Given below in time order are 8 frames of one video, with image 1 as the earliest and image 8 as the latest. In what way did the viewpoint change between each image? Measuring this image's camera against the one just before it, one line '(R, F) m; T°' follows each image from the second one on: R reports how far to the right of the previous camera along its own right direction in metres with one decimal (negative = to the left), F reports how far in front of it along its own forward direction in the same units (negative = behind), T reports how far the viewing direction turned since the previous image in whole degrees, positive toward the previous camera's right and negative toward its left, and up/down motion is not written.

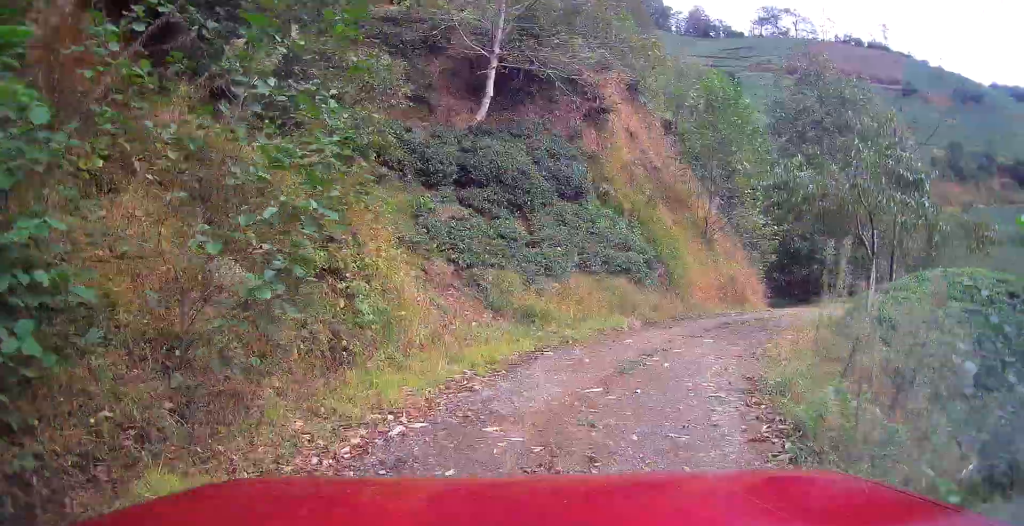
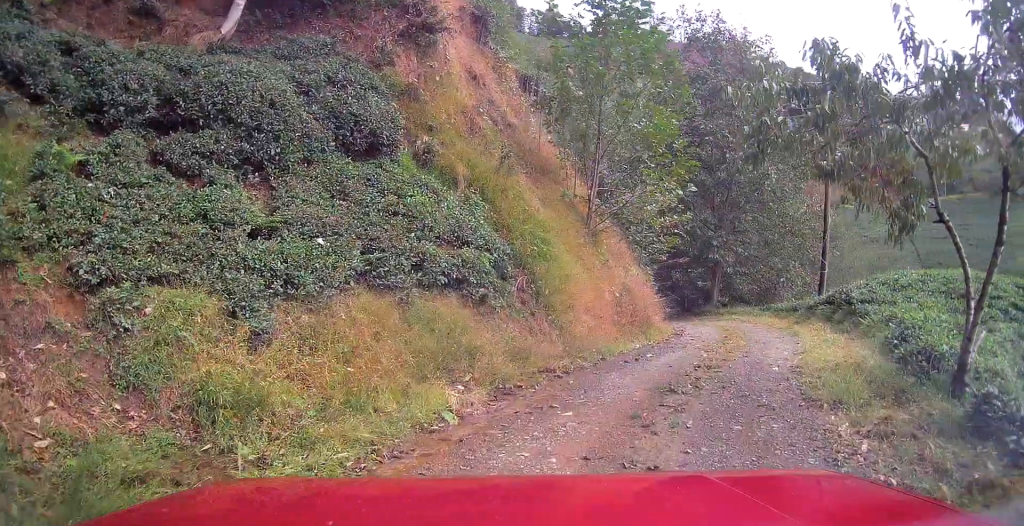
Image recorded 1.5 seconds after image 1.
(+0.7, +6.6) m; +14°
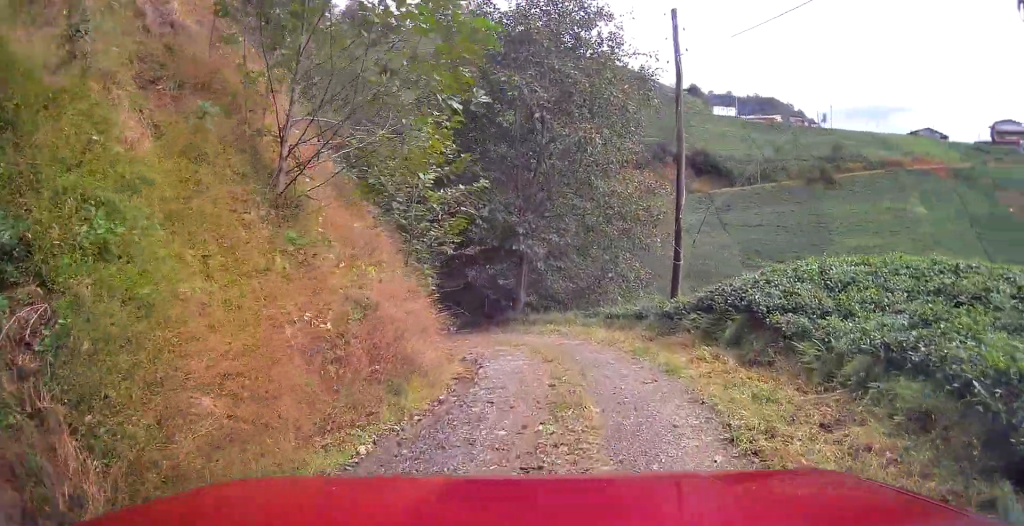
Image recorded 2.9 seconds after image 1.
(+0.9, +5.7) m; +17°
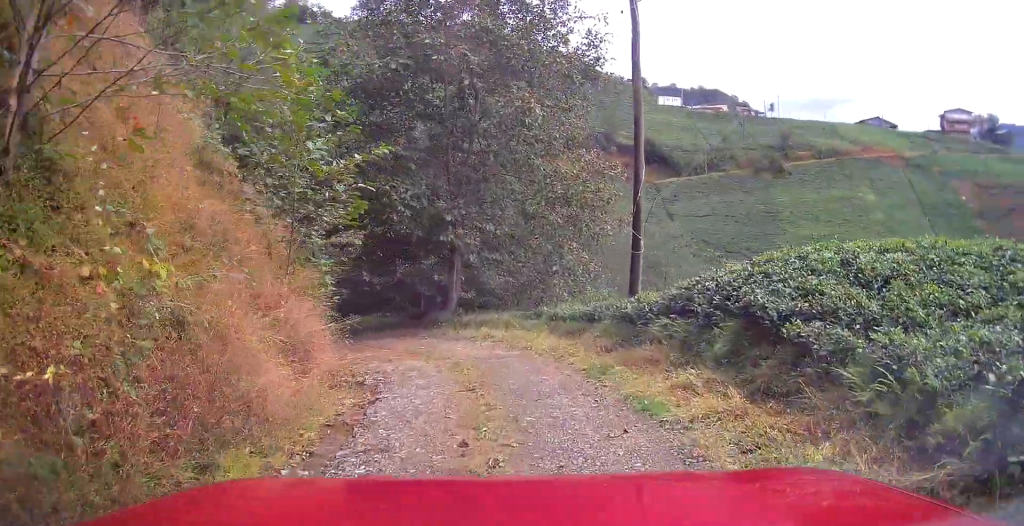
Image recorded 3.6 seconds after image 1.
(+0.2, +2.6) m; +3°
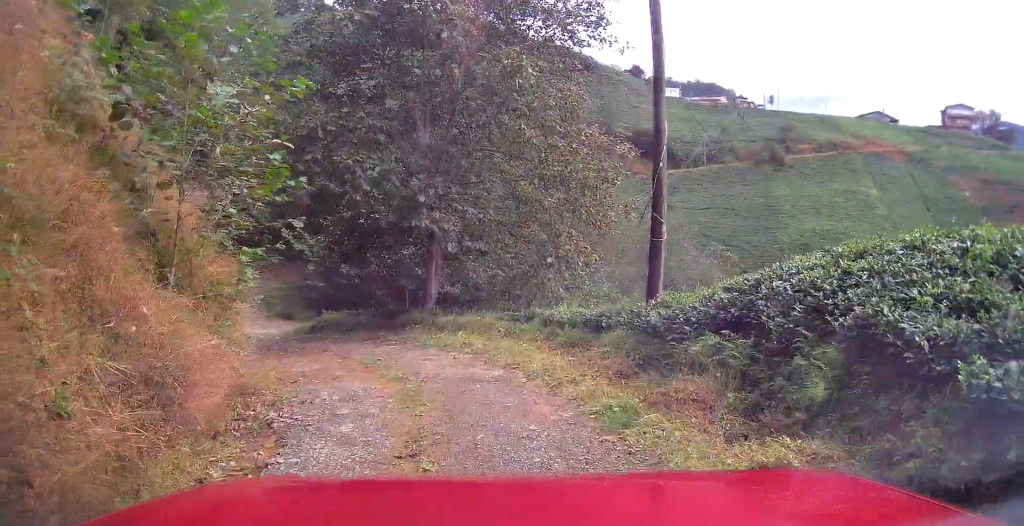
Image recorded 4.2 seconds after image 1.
(+0.1, +2.7) m; +1°
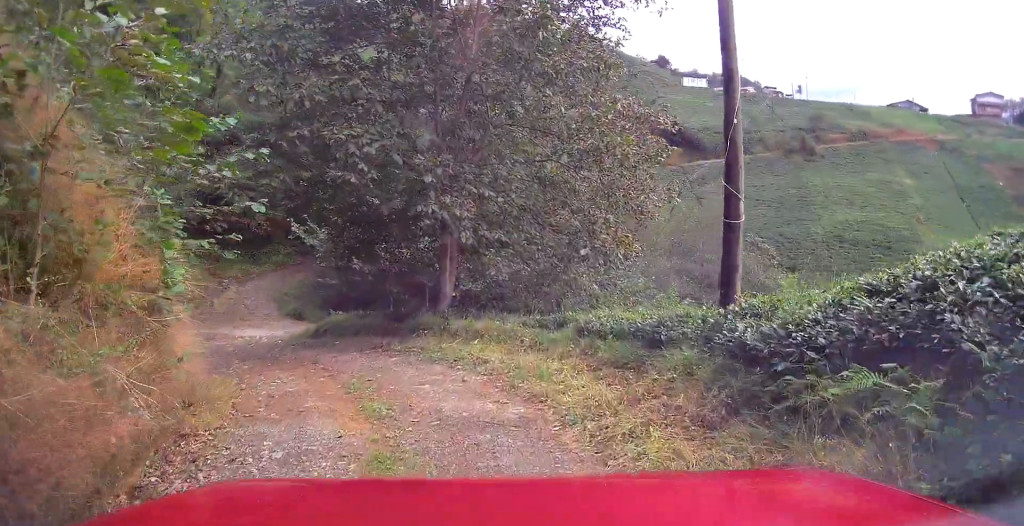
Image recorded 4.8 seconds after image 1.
(0.0, +2.4) m; 0°
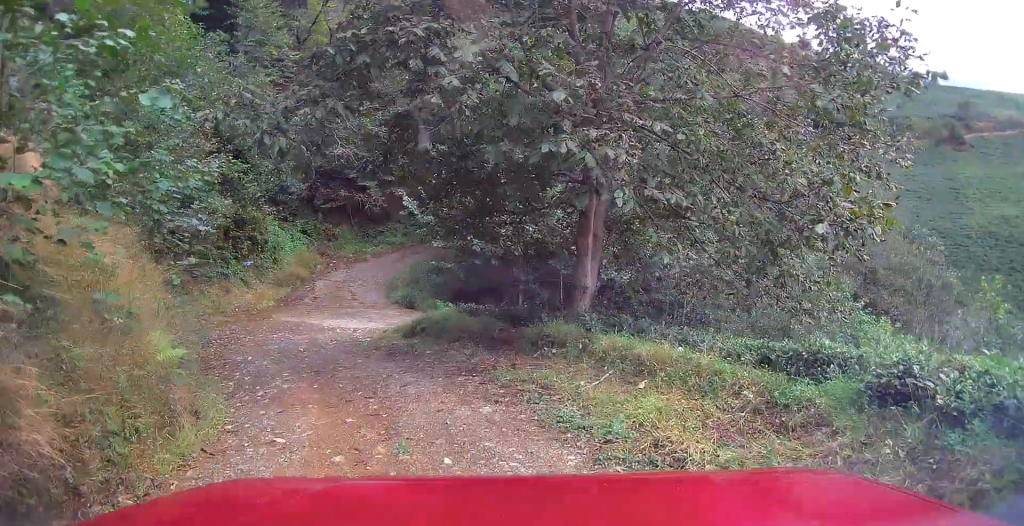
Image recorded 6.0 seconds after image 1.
(-0.2, +4.6) m; -11°
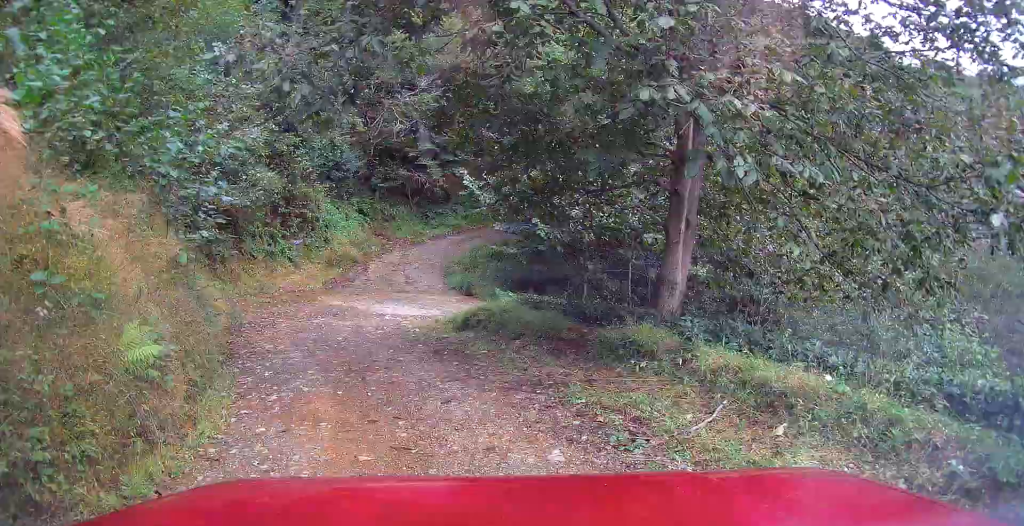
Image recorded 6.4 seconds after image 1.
(-0.2, +1.6) m; -5°
